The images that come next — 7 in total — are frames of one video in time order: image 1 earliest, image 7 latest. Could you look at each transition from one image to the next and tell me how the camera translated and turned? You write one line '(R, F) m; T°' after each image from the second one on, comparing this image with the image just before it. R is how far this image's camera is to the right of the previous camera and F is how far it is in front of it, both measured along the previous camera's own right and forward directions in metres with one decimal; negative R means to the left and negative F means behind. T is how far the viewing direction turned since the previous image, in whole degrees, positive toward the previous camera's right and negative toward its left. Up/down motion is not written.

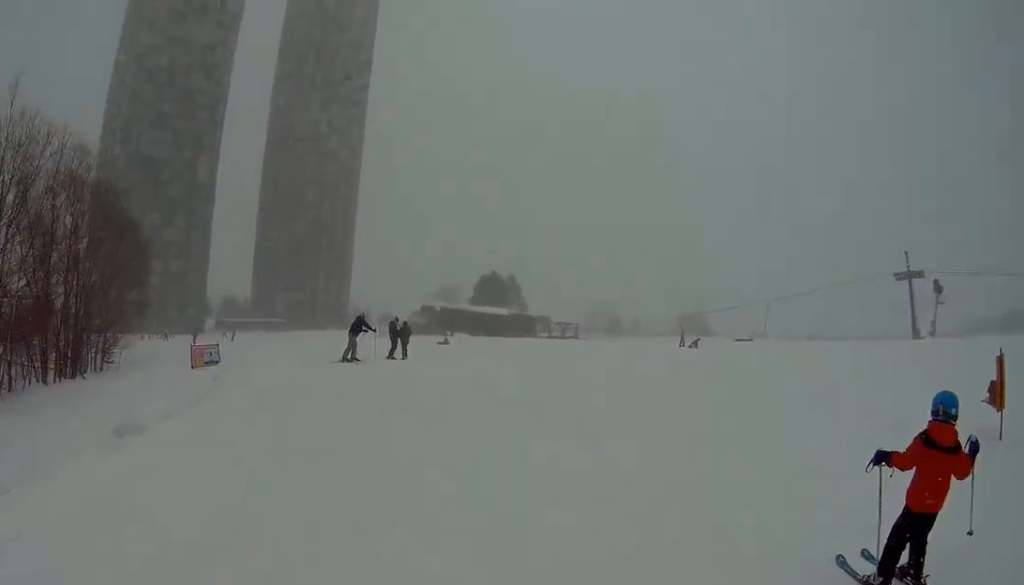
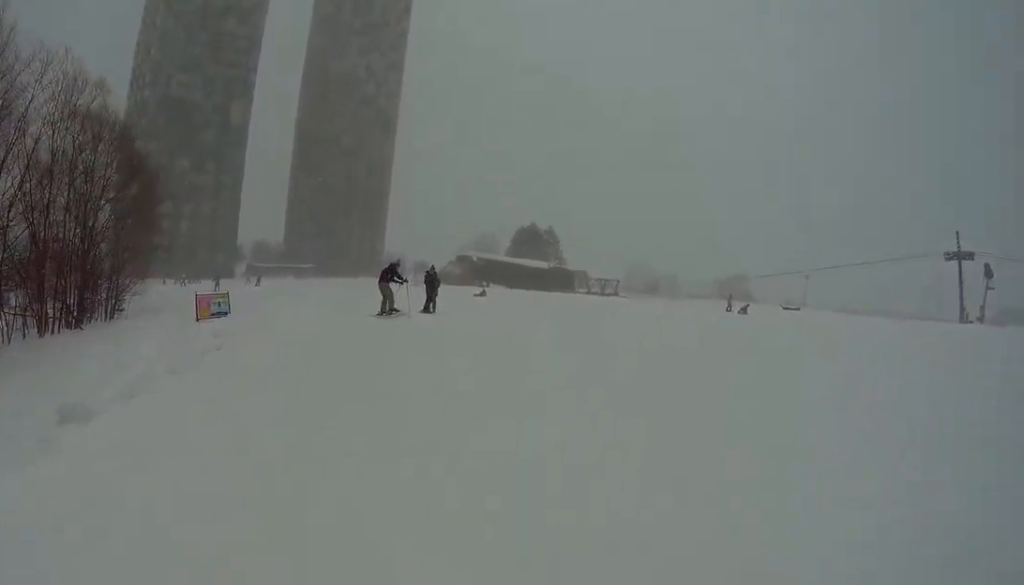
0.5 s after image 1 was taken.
(+0.3, +3.0) m; +4°
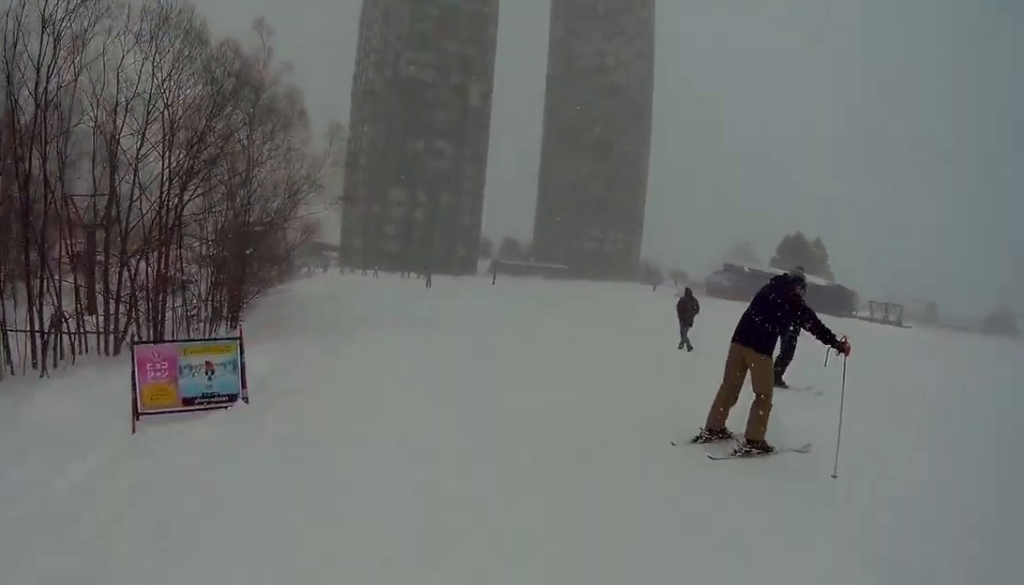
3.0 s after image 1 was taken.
(-1.4, +14.5) m; -15°
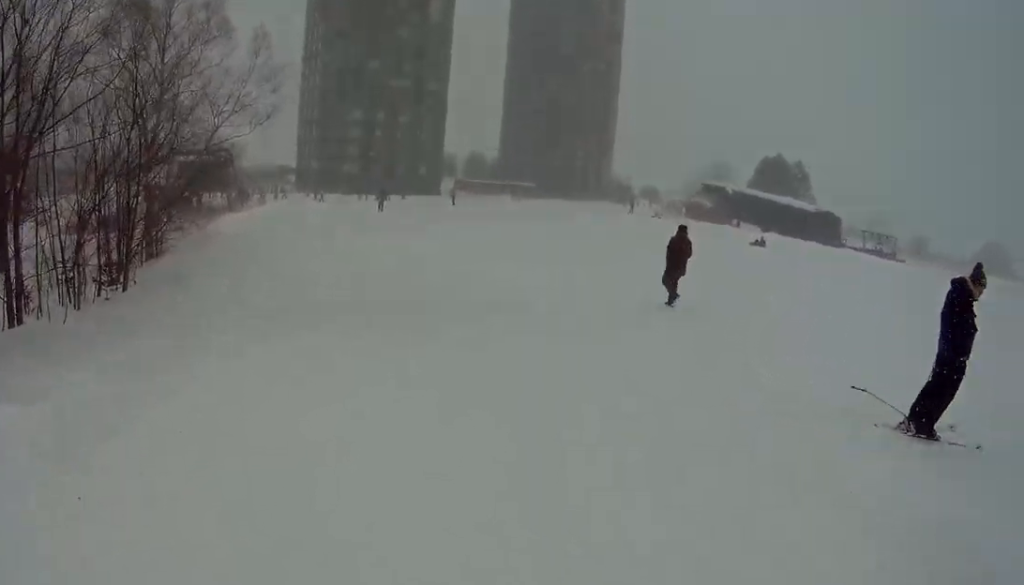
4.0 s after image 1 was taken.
(-0.1, +5.3) m; -4°
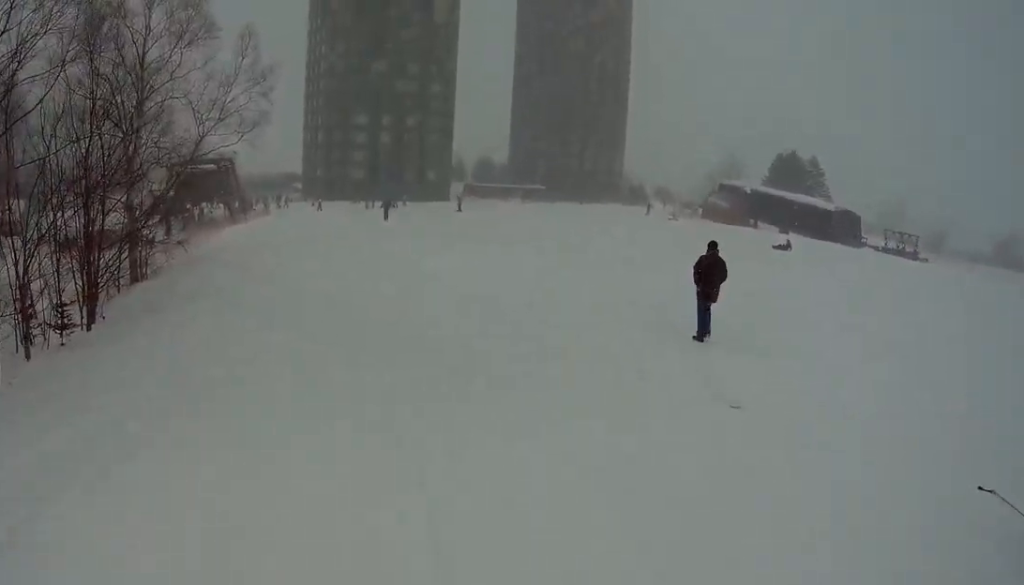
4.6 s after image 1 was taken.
(-0.3, +2.6) m; +2°
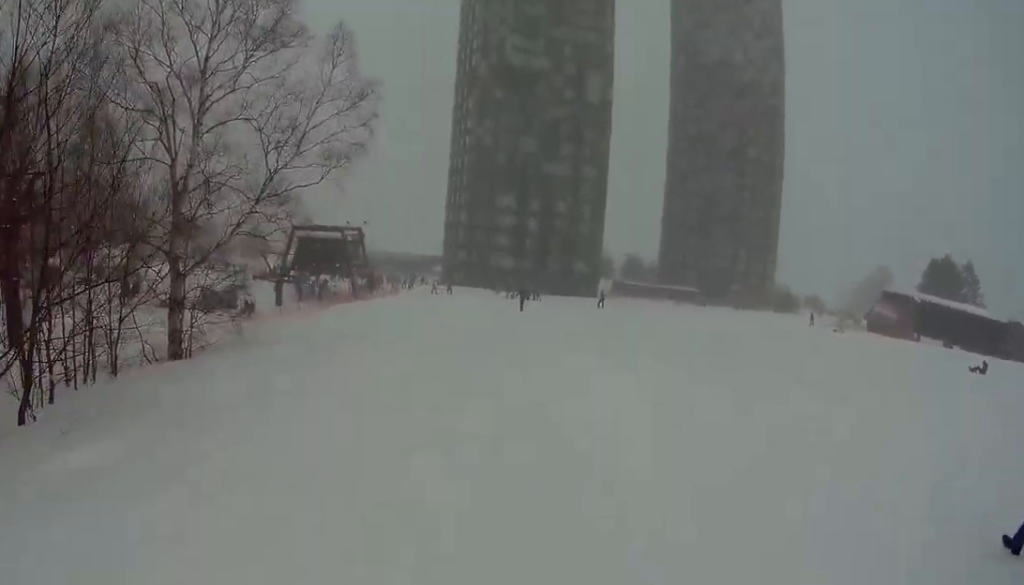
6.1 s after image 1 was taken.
(+0.1, +8.1) m; -9°
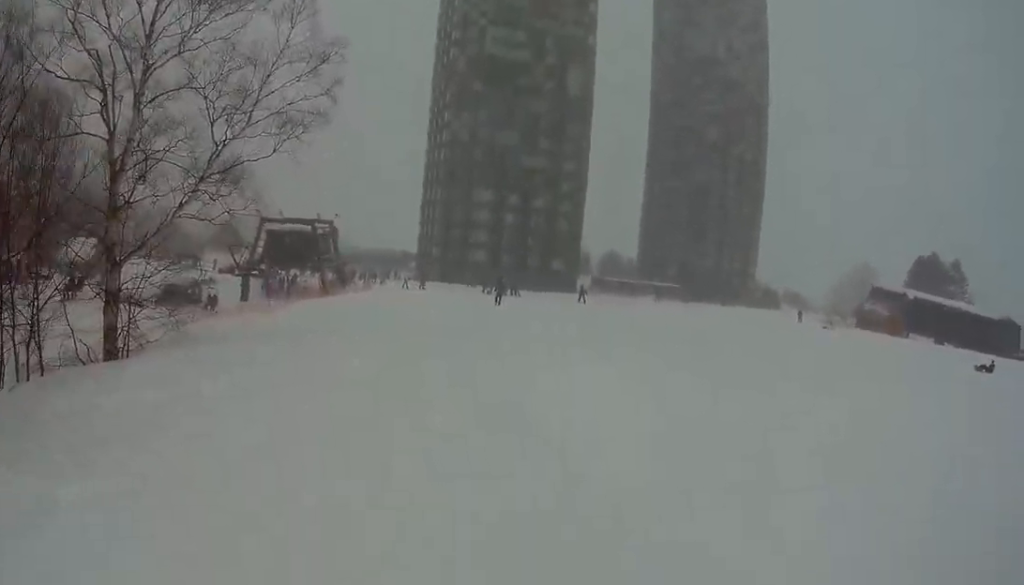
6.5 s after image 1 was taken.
(-0.3, +2.5) m; -5°
